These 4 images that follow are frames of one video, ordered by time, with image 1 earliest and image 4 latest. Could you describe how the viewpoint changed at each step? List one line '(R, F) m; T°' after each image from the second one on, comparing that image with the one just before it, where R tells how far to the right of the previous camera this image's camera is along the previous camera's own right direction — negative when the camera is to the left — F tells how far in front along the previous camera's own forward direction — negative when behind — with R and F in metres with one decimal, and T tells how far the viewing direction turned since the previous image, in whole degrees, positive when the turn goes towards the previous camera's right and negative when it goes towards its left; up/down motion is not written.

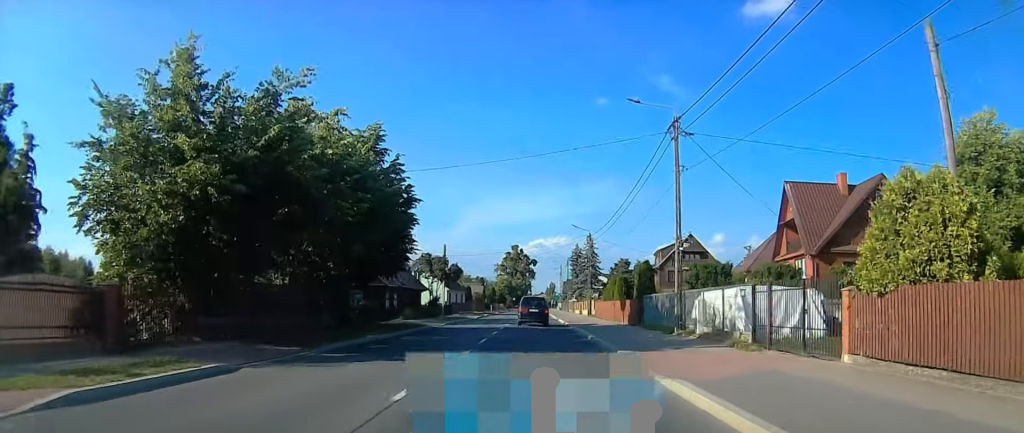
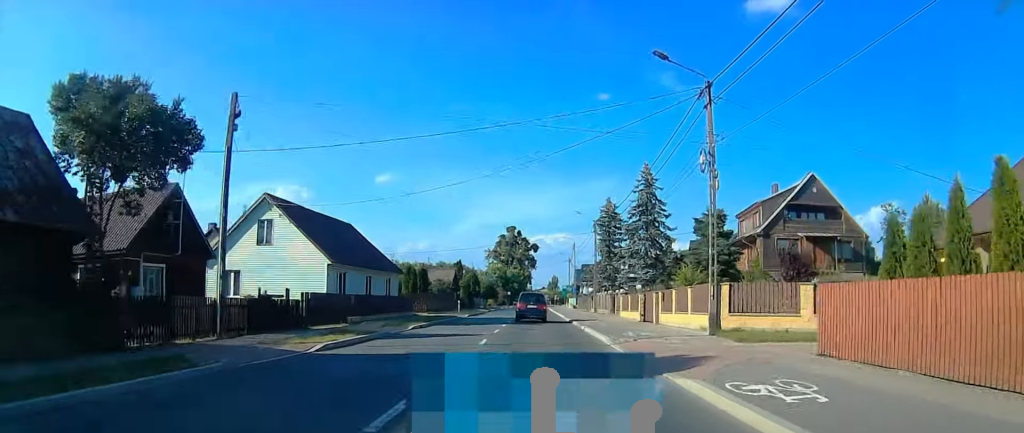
(-0.4, +44.8) m; -2°
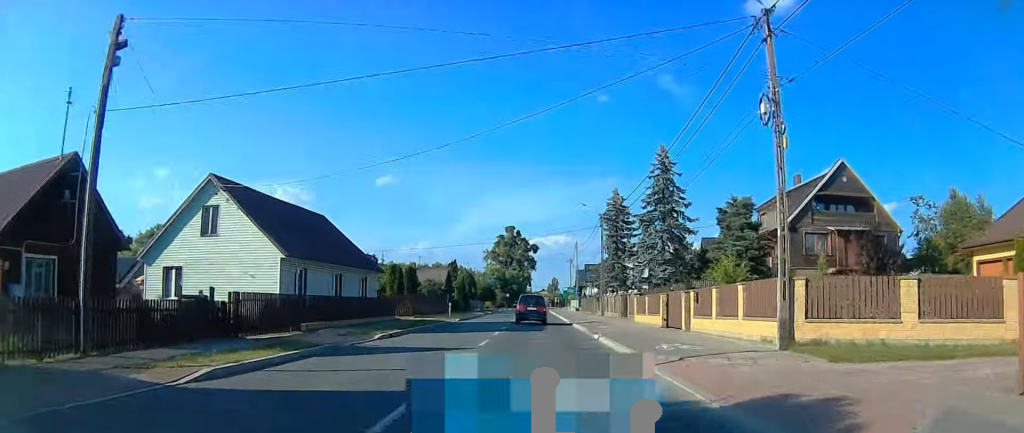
(0.0, +6.4) m; 0°
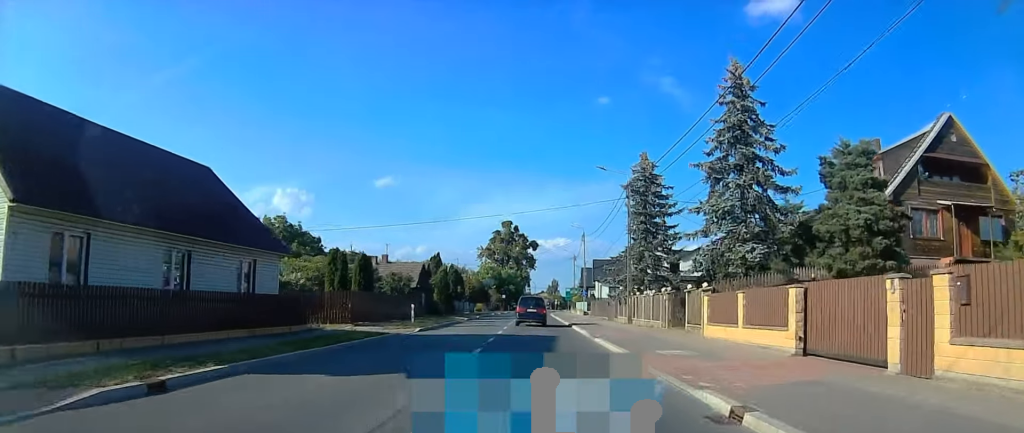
(-0.1, +14.9) m; 0°
